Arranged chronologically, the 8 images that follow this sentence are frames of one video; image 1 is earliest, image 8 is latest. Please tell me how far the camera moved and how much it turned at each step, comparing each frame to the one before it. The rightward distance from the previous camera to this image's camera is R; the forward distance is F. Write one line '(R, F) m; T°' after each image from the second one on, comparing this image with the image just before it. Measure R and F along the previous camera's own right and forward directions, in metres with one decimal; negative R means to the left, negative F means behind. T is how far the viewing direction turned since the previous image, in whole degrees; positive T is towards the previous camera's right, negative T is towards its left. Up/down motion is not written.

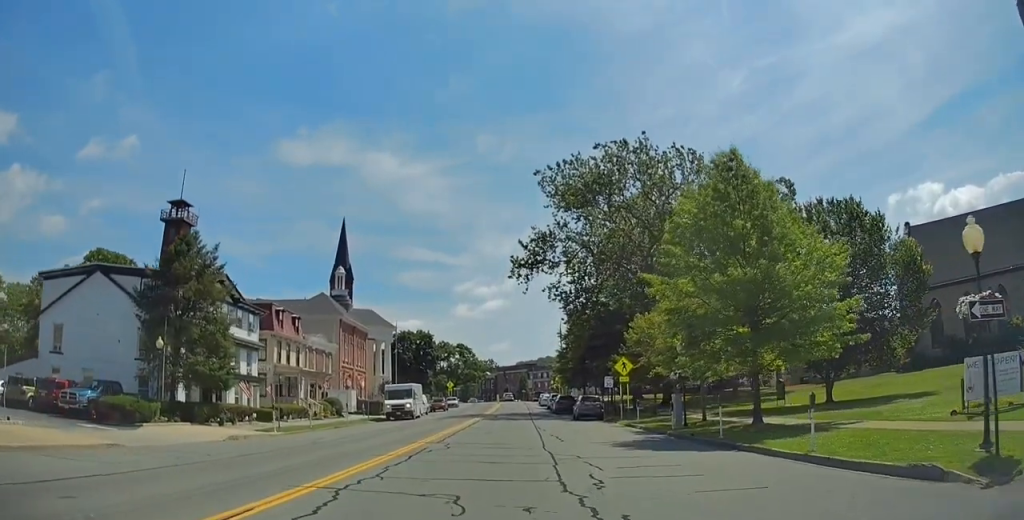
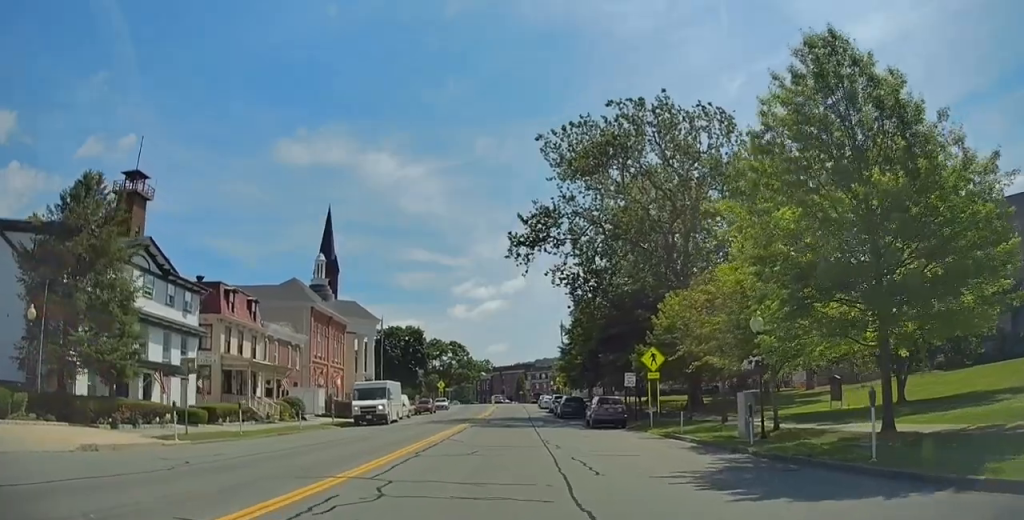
(+0.1, +9.8) m; -2°
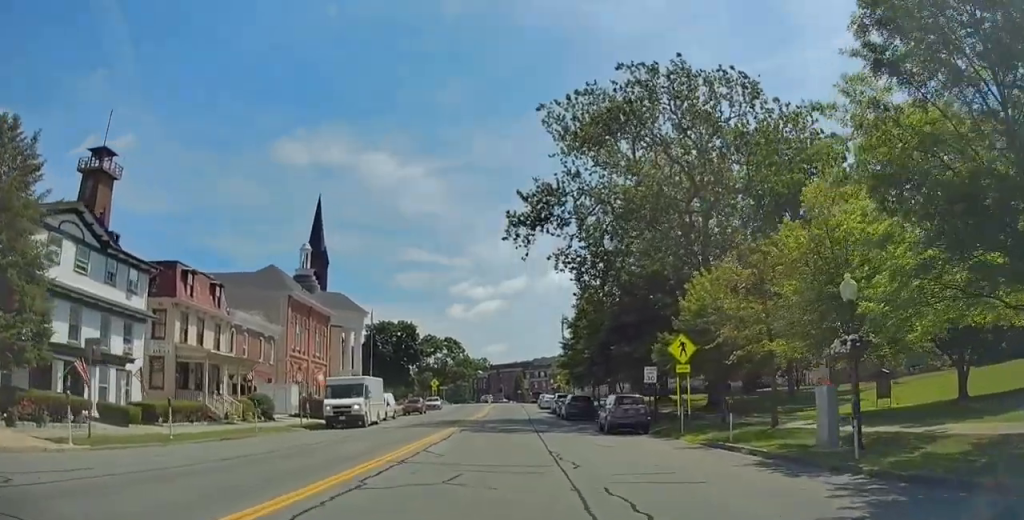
(-0.1, +5.9) m; -2°
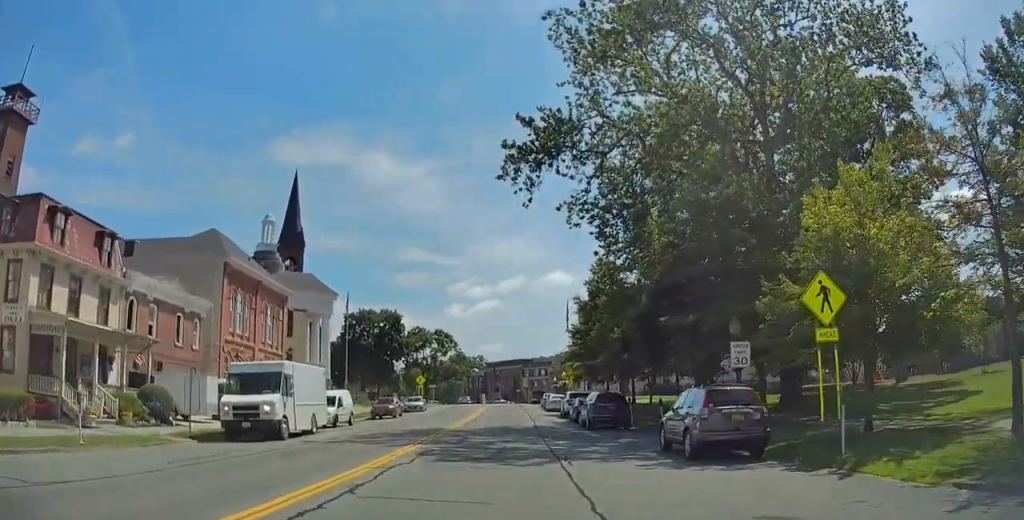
(-0.4, +13.0) m; 0°
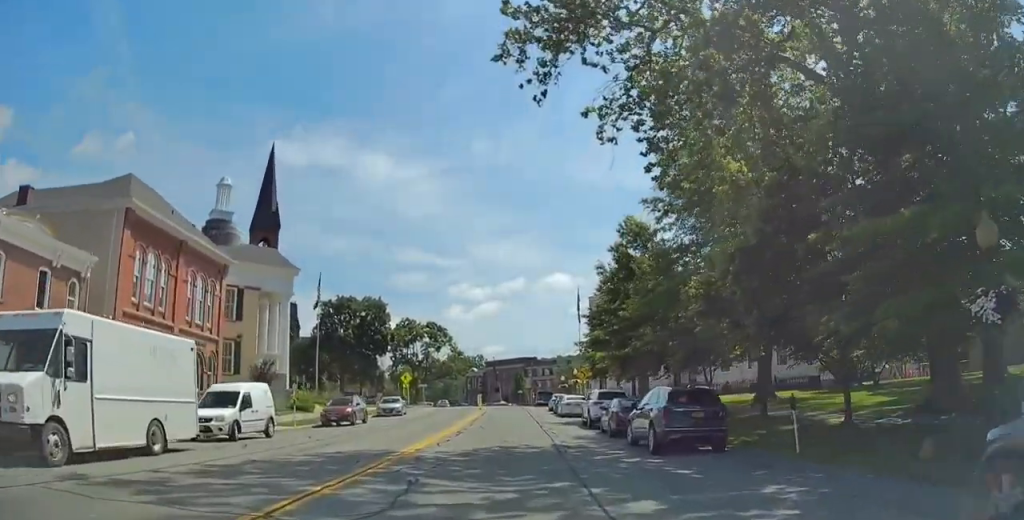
(+0.5, +12.6) m; +2°
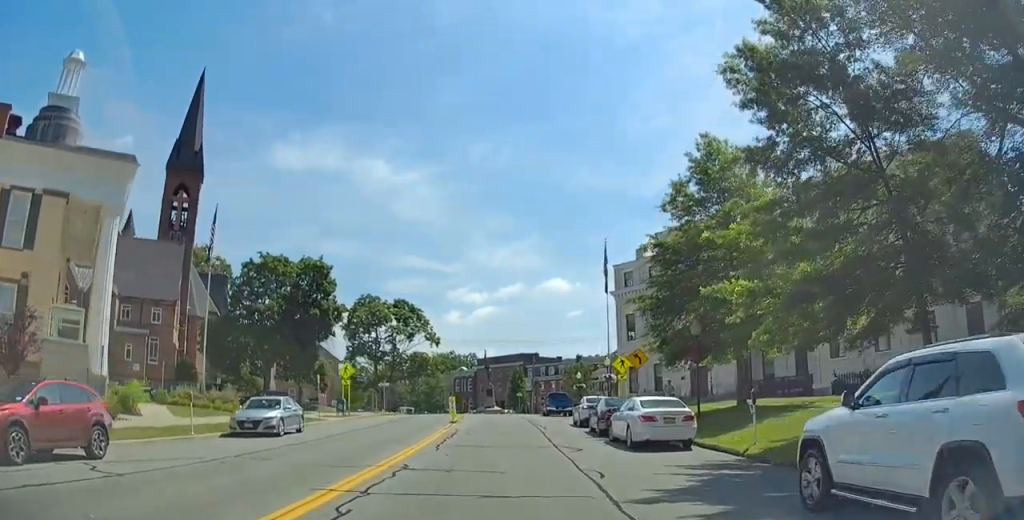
(+0.2, +25.6) m; +2°
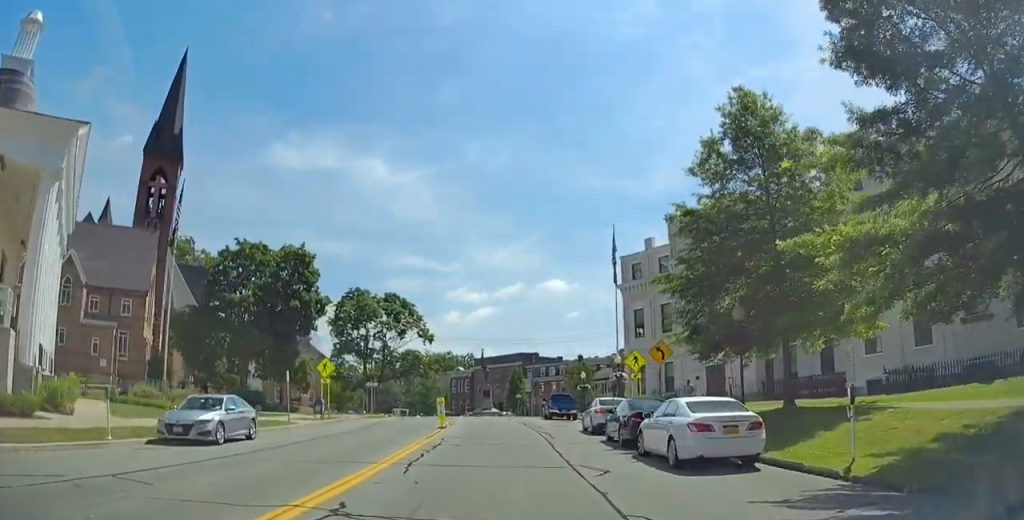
(+0.1, +5.3) m; -2°
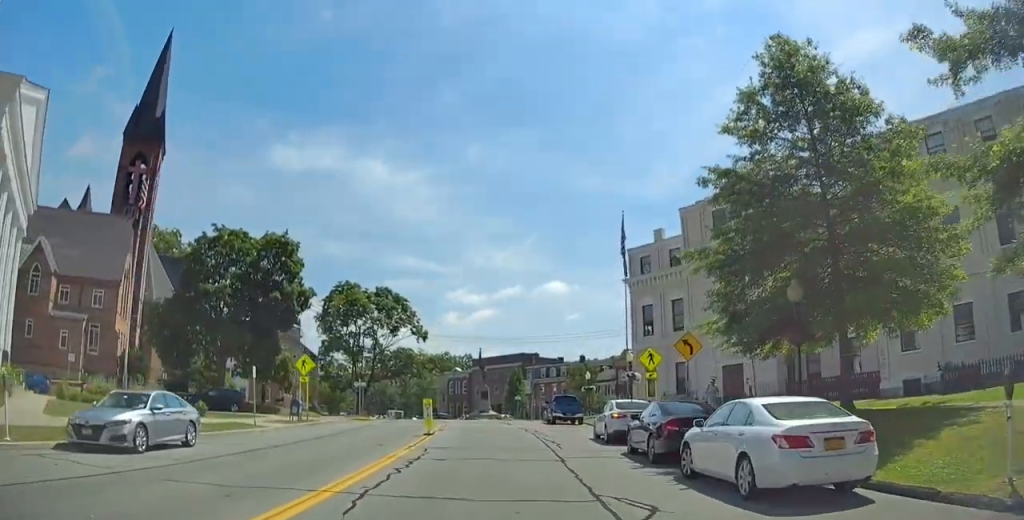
(0.0, +4.4) m; -1°
